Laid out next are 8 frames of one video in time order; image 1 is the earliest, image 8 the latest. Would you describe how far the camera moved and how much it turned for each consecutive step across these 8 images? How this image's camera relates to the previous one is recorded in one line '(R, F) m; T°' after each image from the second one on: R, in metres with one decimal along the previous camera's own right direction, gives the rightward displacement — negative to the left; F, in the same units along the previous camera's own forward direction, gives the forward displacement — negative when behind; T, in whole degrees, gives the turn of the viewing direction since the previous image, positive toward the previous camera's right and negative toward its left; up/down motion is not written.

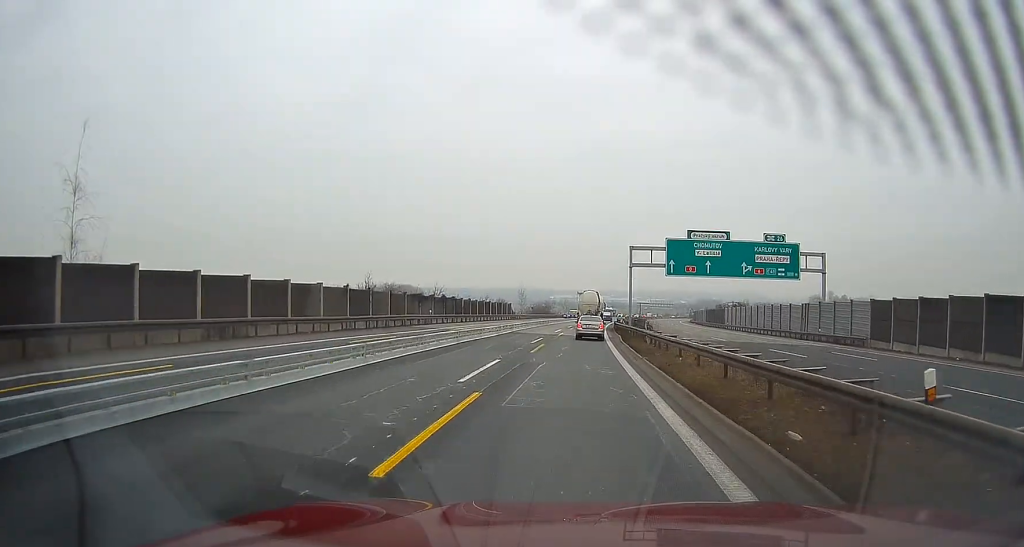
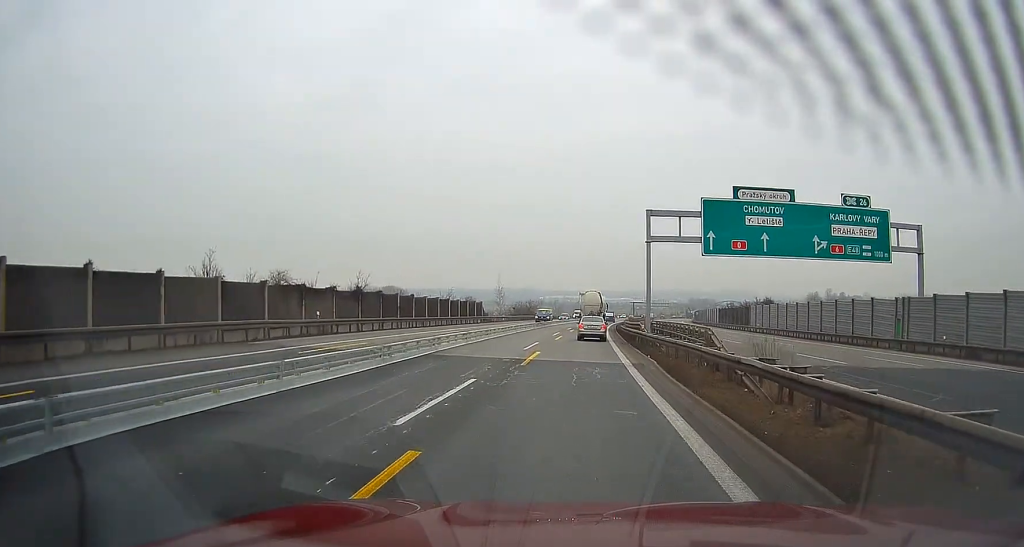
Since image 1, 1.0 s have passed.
(+0.1, +22.9) m; 0°
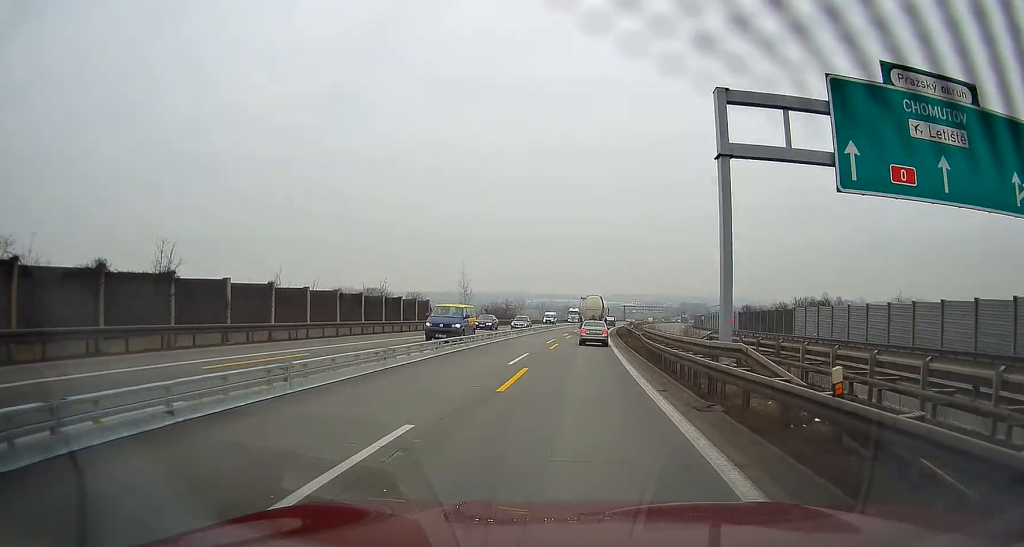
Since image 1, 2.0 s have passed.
(0.0, +24.2) m; +1°
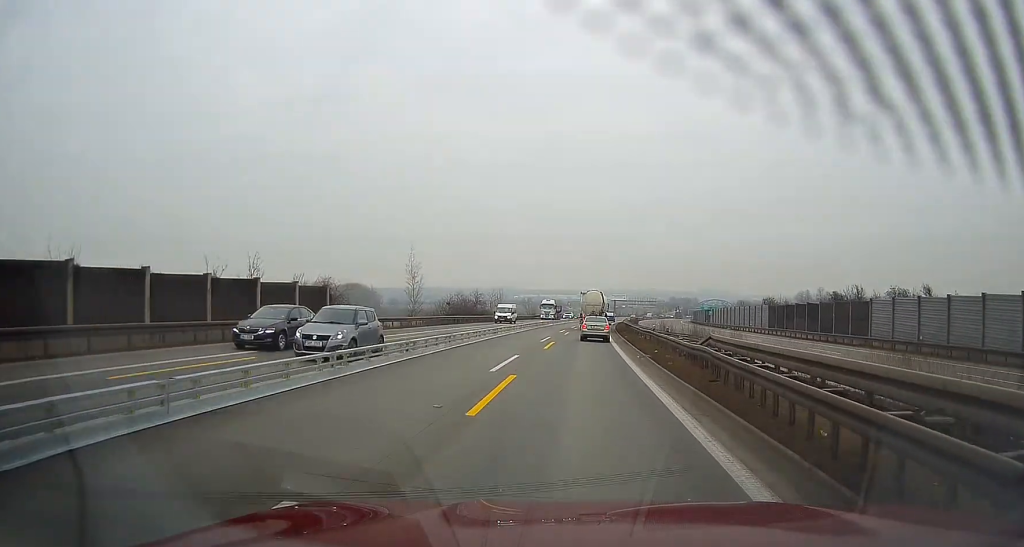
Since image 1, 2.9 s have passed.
(+0.2, +22.3) m; +1°
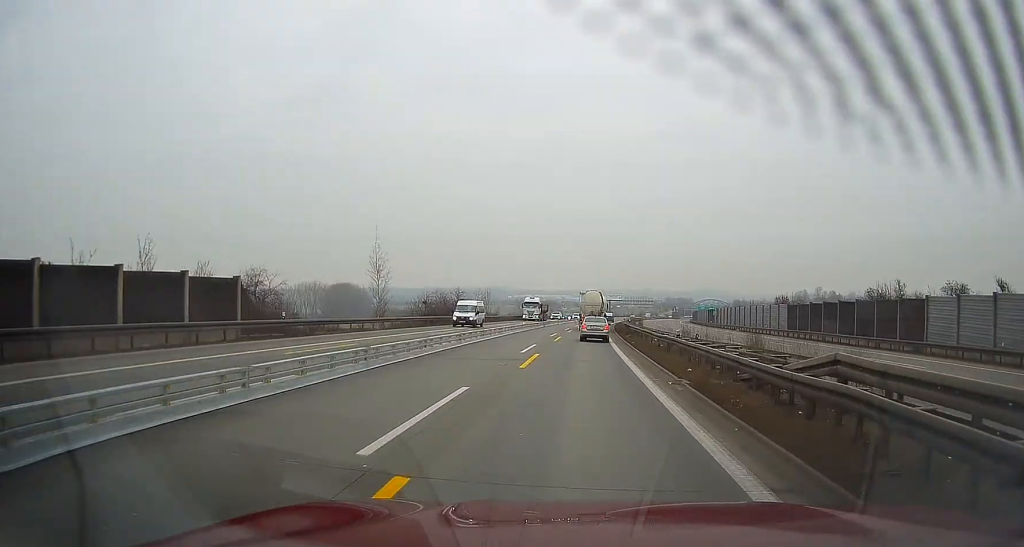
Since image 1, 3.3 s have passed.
(+0.1, +9.9) m; 0°
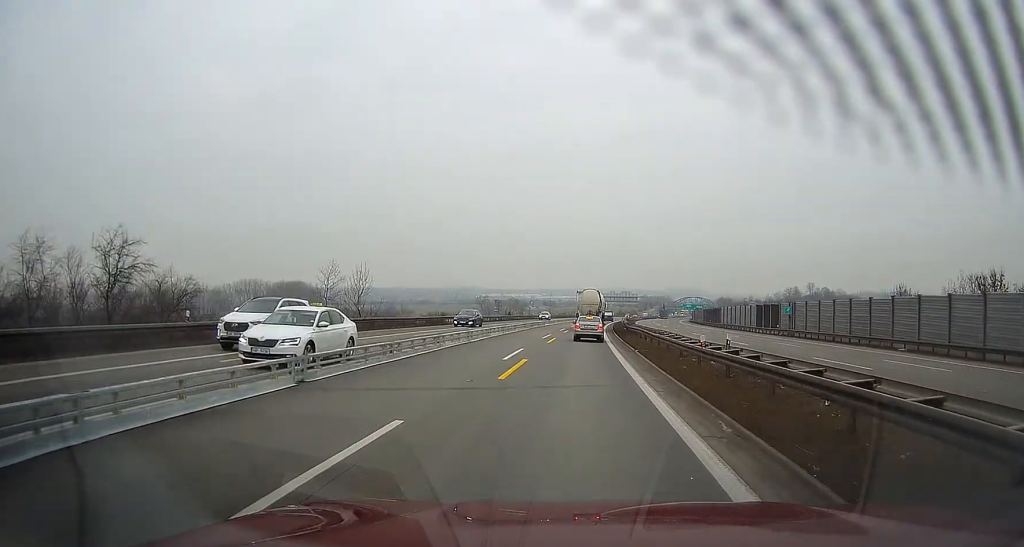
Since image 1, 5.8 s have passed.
(+1.4, +58.4) m; +3°
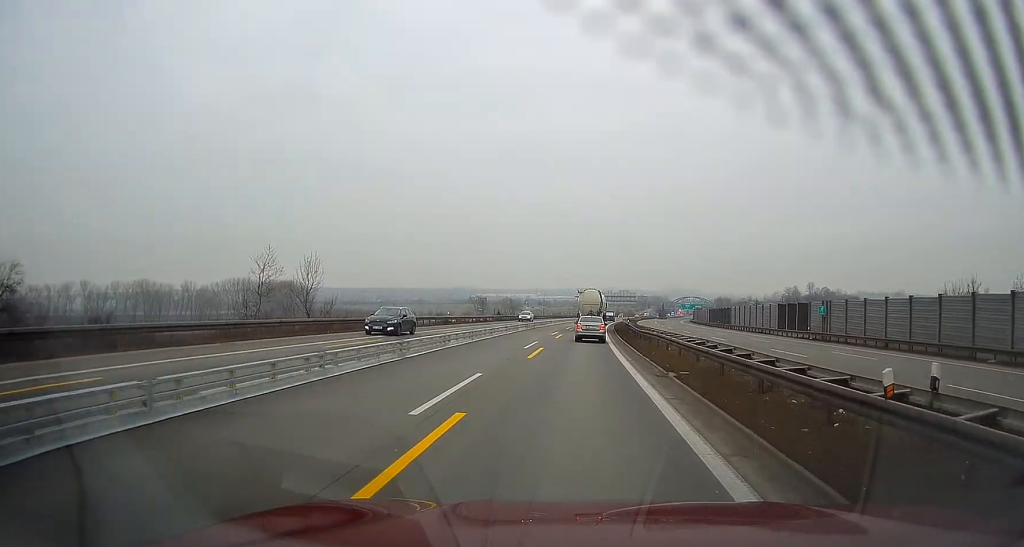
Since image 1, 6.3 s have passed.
(+0.1, +11.2) m; 0°
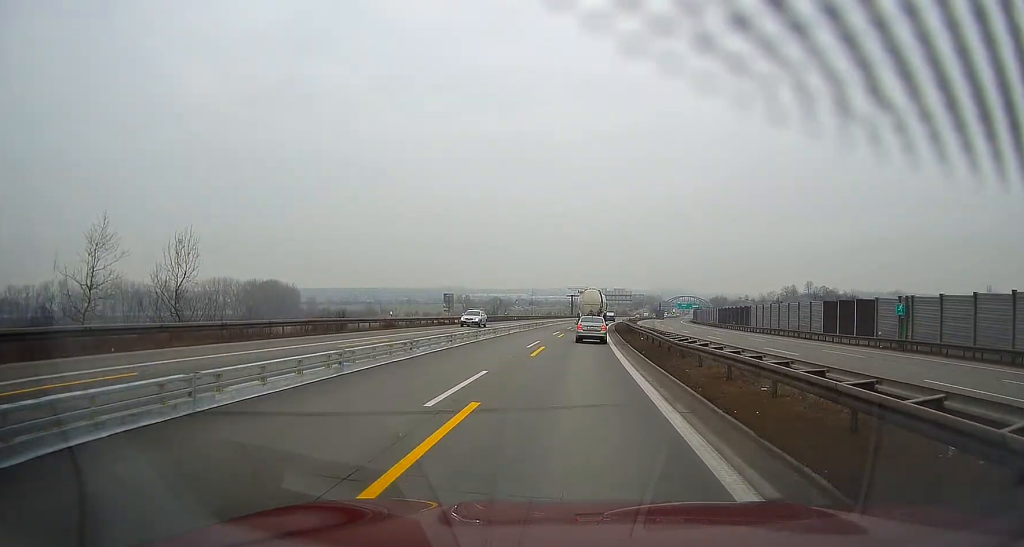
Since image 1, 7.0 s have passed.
(+0.1, +17.0) m; +1°
